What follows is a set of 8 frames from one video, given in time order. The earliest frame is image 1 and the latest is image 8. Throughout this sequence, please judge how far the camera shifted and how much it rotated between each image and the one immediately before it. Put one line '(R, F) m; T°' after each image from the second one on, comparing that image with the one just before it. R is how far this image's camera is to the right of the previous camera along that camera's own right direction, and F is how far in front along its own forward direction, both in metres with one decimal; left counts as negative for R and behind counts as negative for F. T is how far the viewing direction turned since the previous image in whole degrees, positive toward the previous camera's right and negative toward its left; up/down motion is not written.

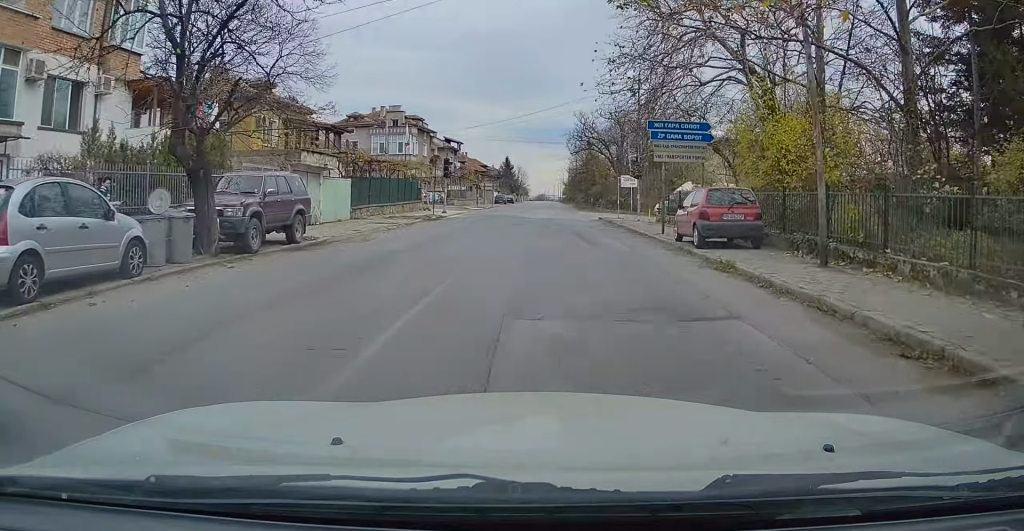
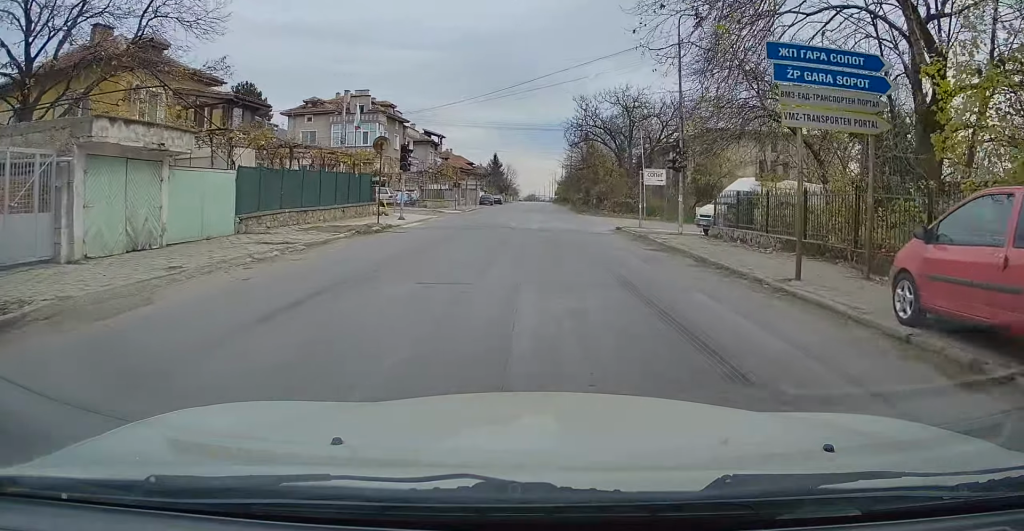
(+0.4, +10.8) m; +4°
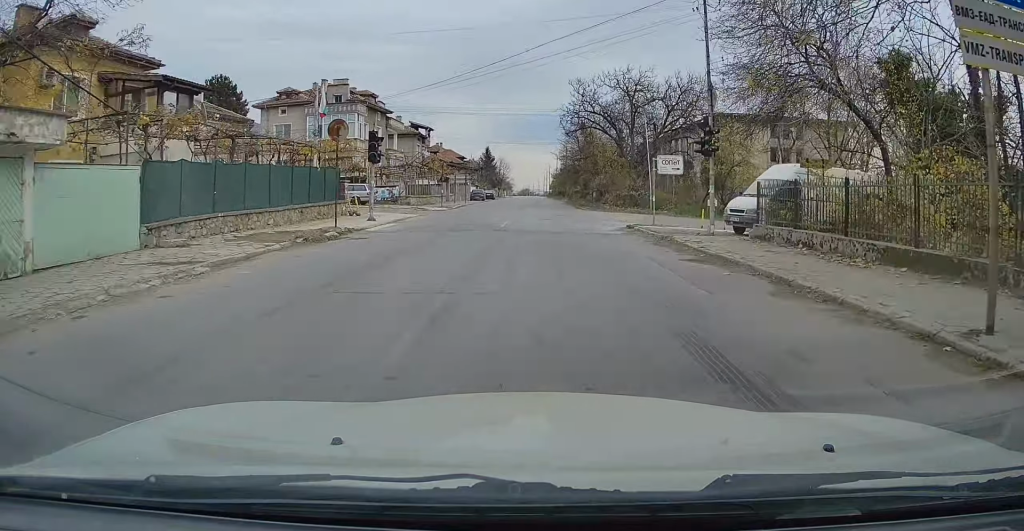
(+0.1, +4.5) m; +1°
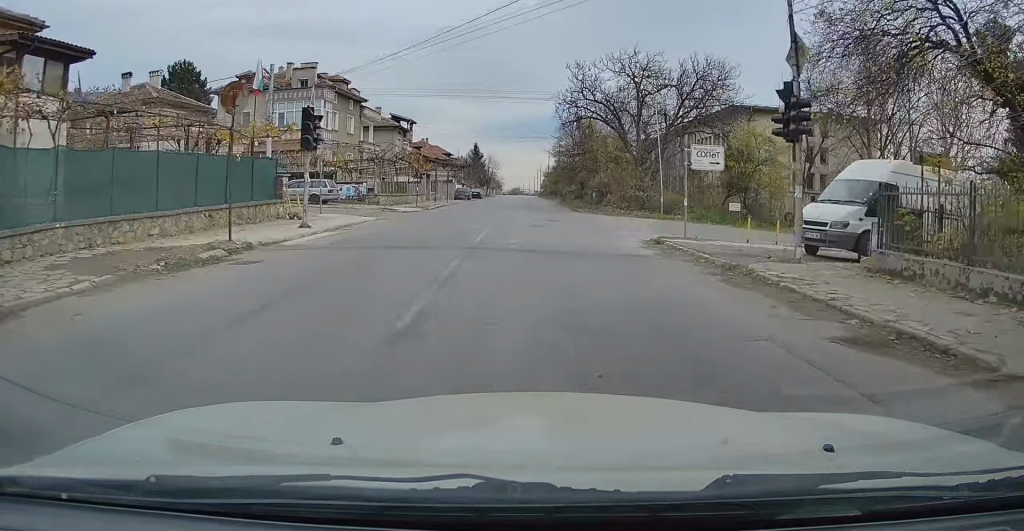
(+0.2, +6.7) m; 0°
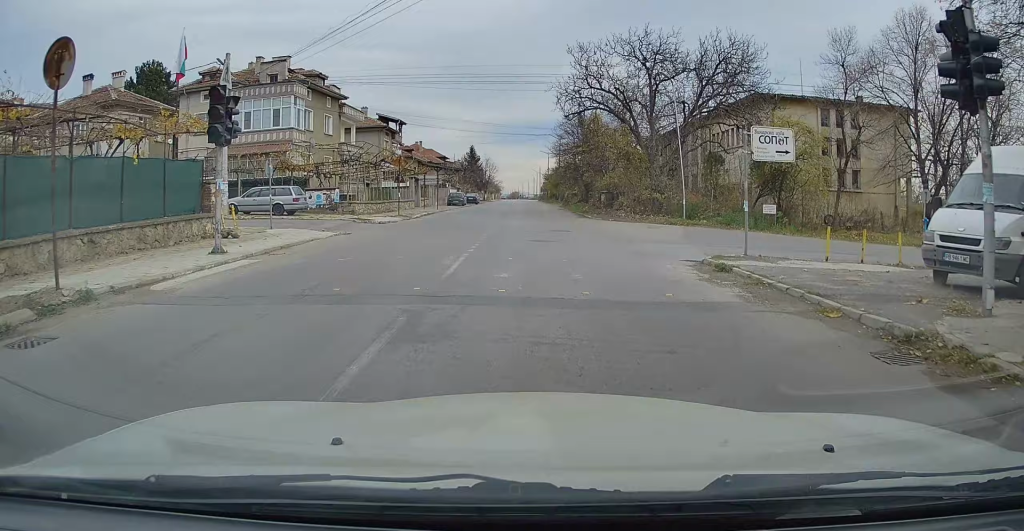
(-0.3, +5.7) m; 0°
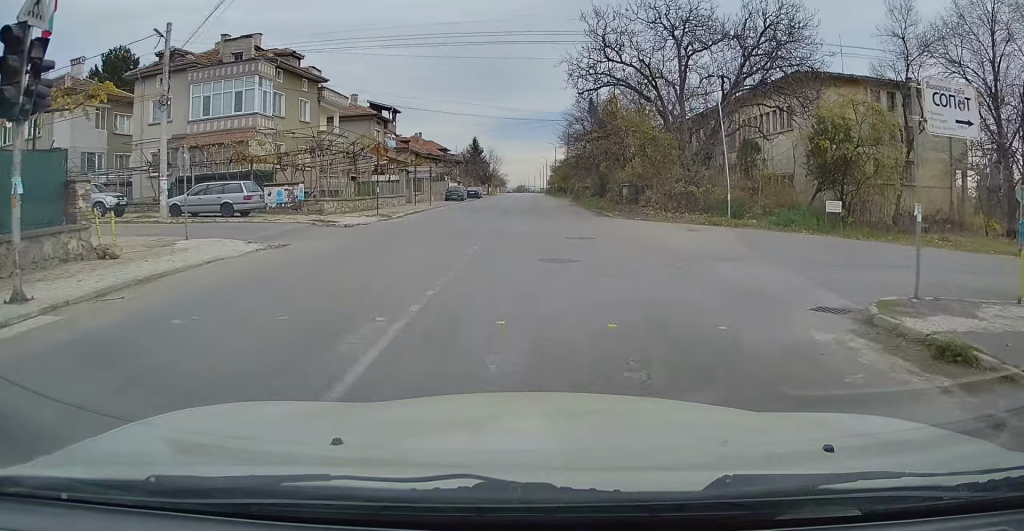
(+0.4, +6.4) m; 0°
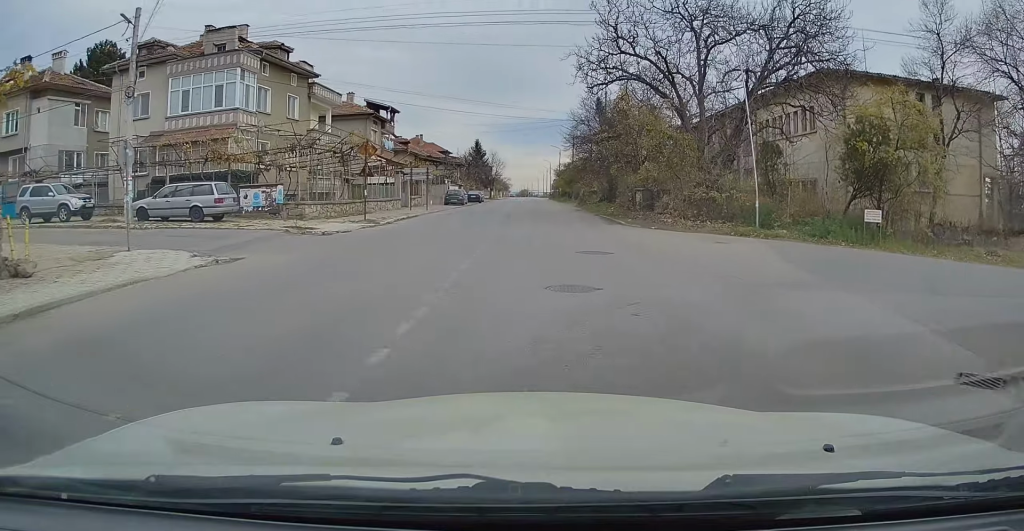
(0.0, +2.9) m; -1°
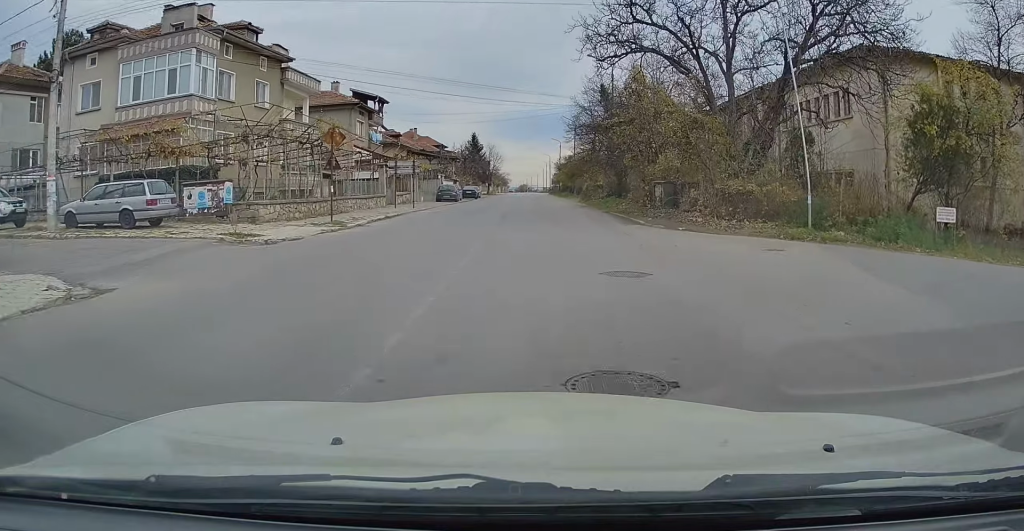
(-0.2, +4.5) m; -2°
